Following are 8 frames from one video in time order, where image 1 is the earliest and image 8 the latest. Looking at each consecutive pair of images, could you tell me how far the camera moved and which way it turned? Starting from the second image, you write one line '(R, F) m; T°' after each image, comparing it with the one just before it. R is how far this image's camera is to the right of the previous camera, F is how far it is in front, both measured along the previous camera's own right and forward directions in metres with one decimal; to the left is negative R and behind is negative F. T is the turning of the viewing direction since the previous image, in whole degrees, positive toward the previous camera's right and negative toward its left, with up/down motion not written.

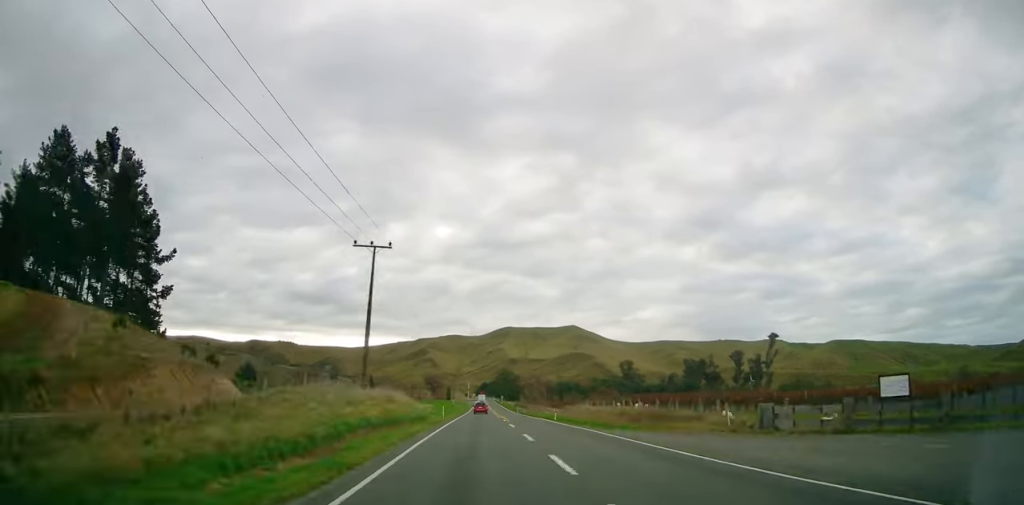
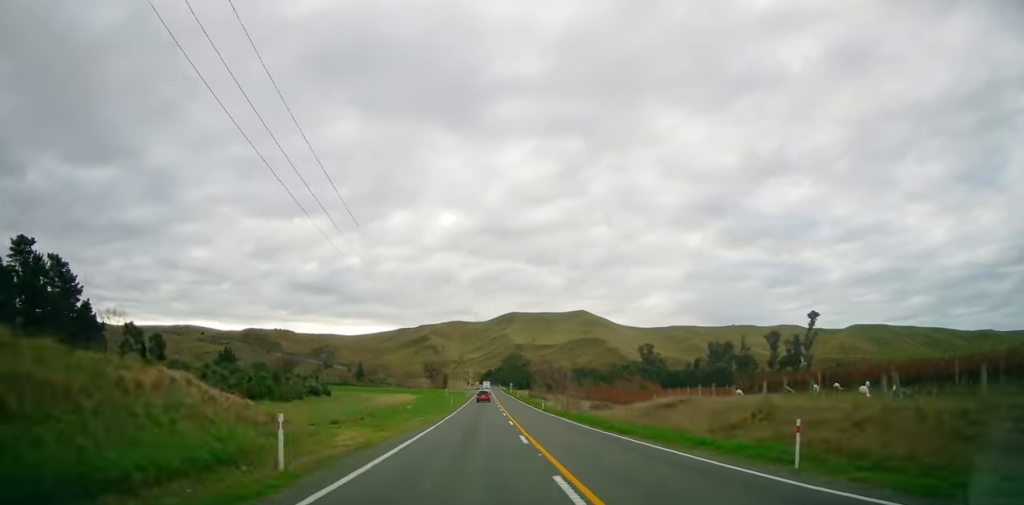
(+0.7, +42.1) m; 0°
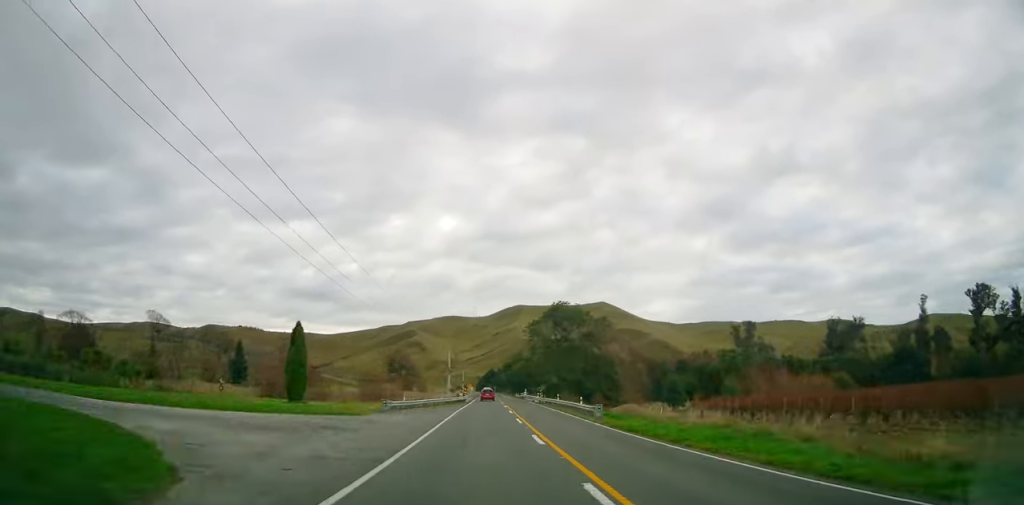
(-0.2, +150.4) m; 0°
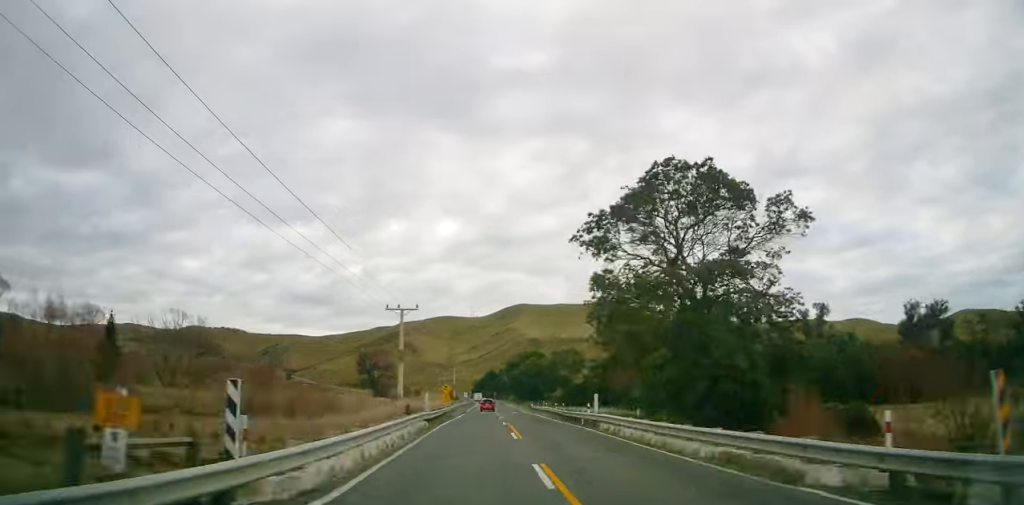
(+0.9, +57.5) m; 0°
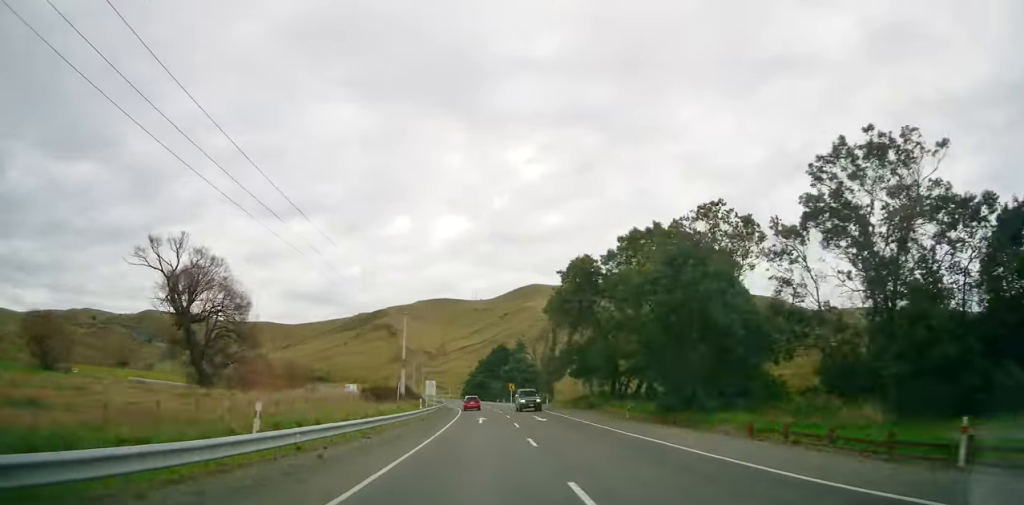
(-3.3, +126.1) m; -6°
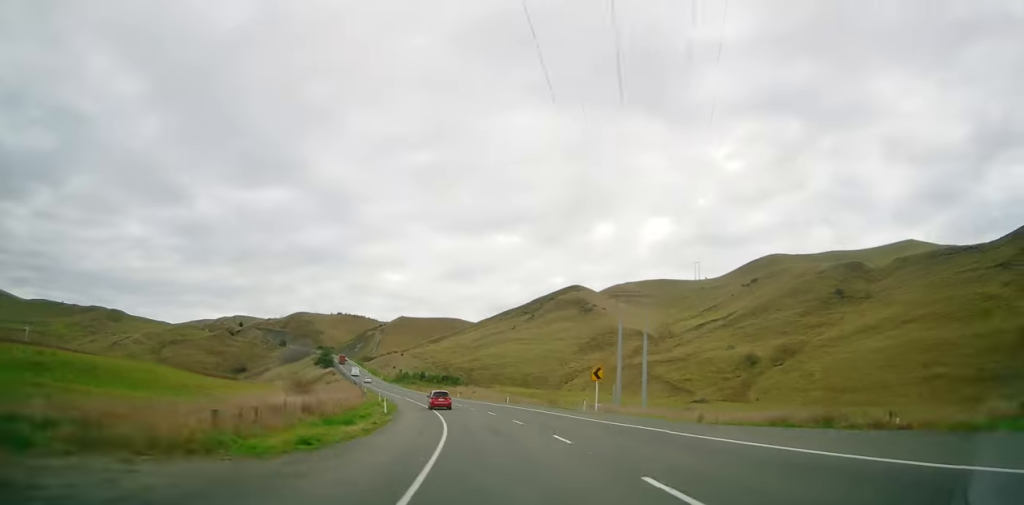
(-17.3, +124.5) m; -21°
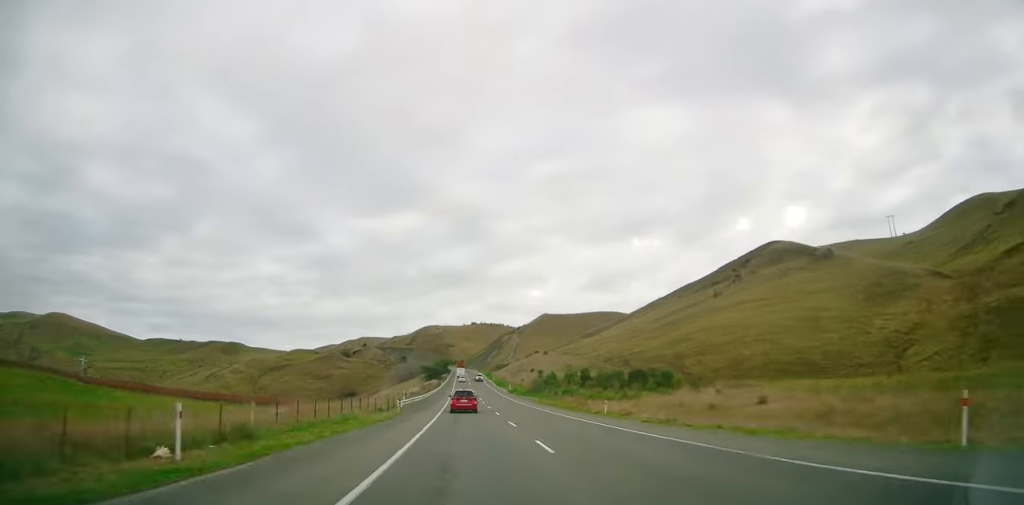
(-10.9, +77.5) m; -10°
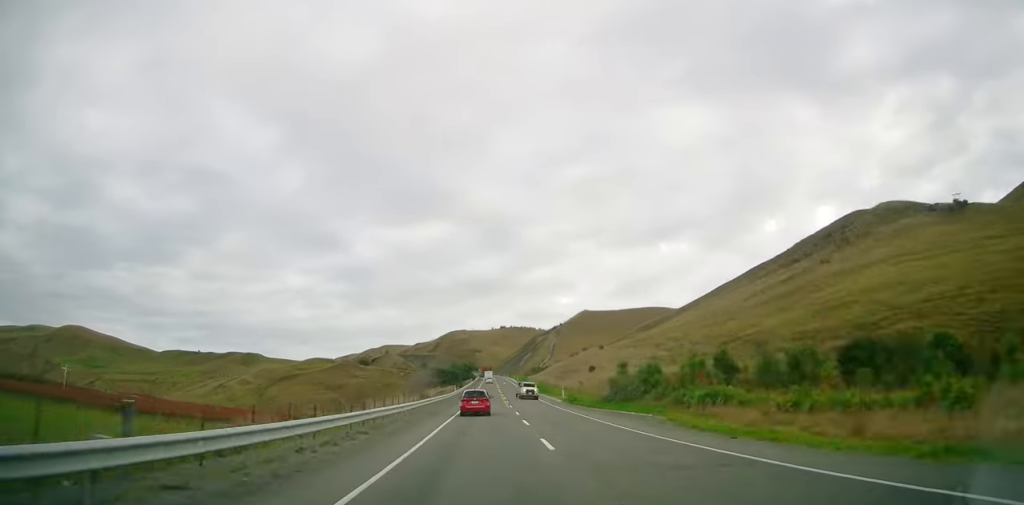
(-1.6, +37.2) m; -3°
